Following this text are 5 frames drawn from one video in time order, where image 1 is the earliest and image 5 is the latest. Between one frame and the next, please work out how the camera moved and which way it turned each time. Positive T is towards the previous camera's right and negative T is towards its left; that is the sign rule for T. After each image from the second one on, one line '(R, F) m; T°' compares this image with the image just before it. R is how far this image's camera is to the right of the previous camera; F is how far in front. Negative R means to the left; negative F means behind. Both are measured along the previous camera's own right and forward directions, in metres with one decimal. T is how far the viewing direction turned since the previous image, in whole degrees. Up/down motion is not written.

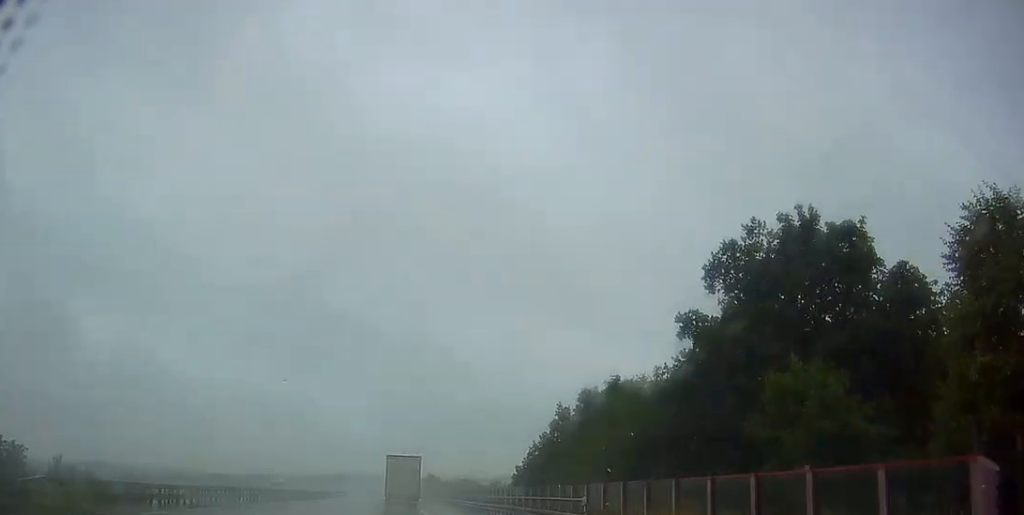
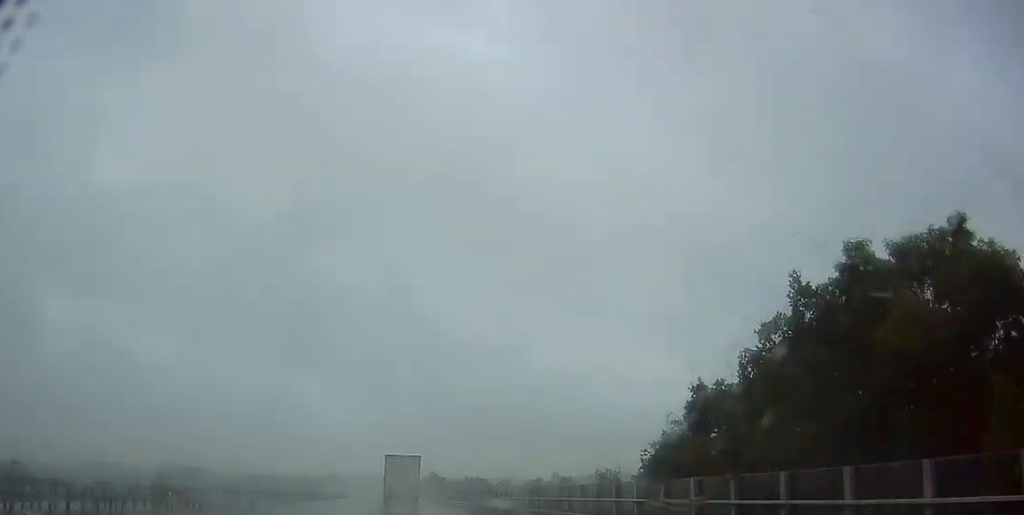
(+0.2, +38.1) m; 0°
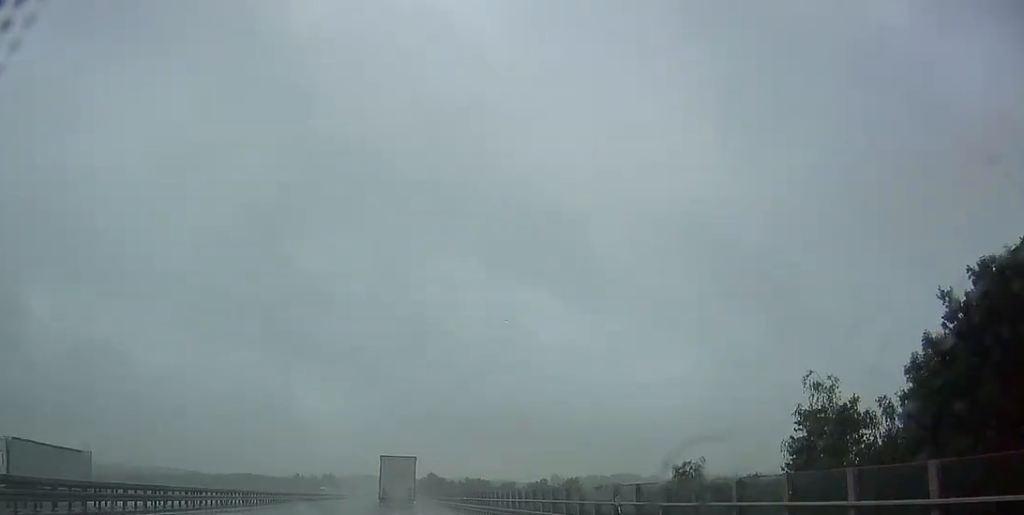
(0.0, +18.7) m; 0°
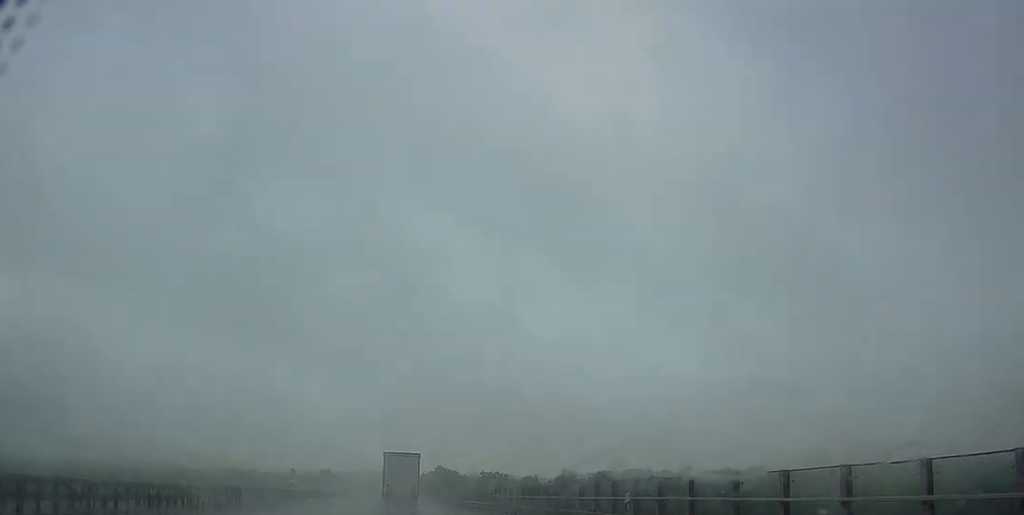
(-0.7, +43.6) m; -2°
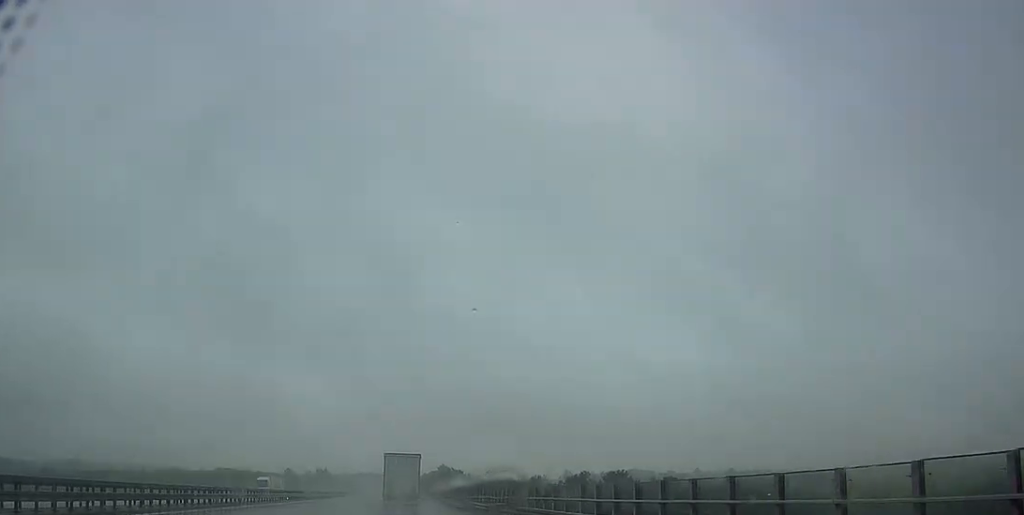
(-0.2, +16.8) m; 0°
